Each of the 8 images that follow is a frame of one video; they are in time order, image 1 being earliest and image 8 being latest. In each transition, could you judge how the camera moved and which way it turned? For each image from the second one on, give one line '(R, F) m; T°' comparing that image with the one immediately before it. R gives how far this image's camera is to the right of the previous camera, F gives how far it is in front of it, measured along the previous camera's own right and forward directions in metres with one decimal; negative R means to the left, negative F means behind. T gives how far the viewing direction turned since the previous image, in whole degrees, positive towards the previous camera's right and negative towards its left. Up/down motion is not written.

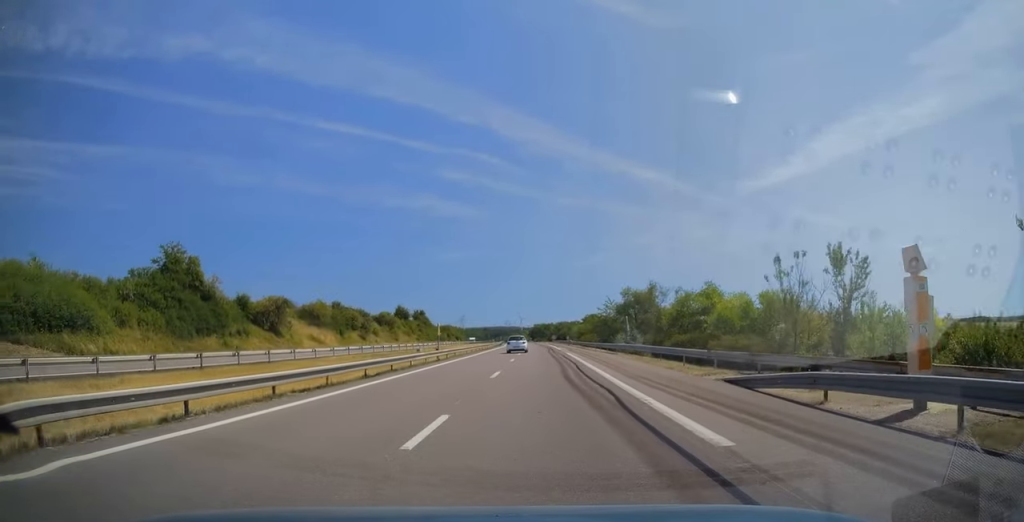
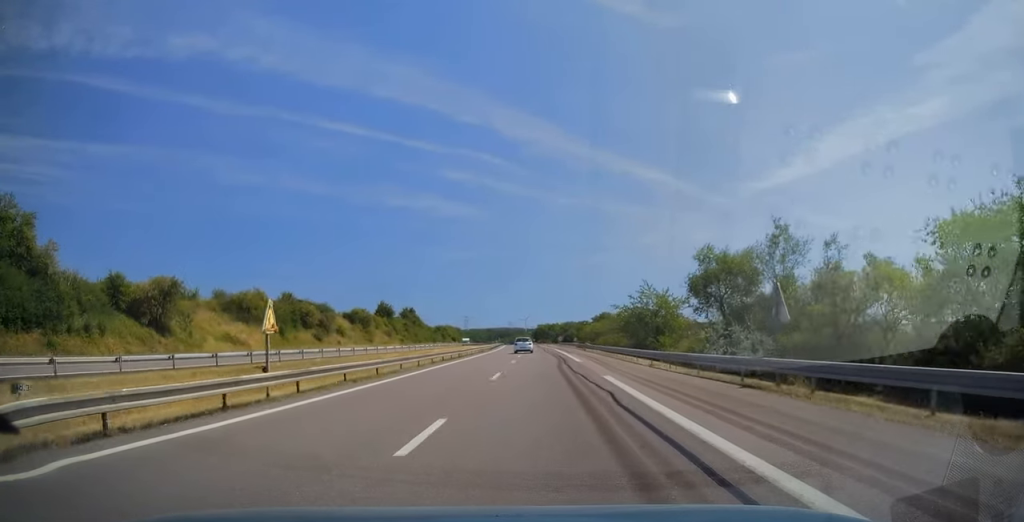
(-0.4, +26.5) m; -1°
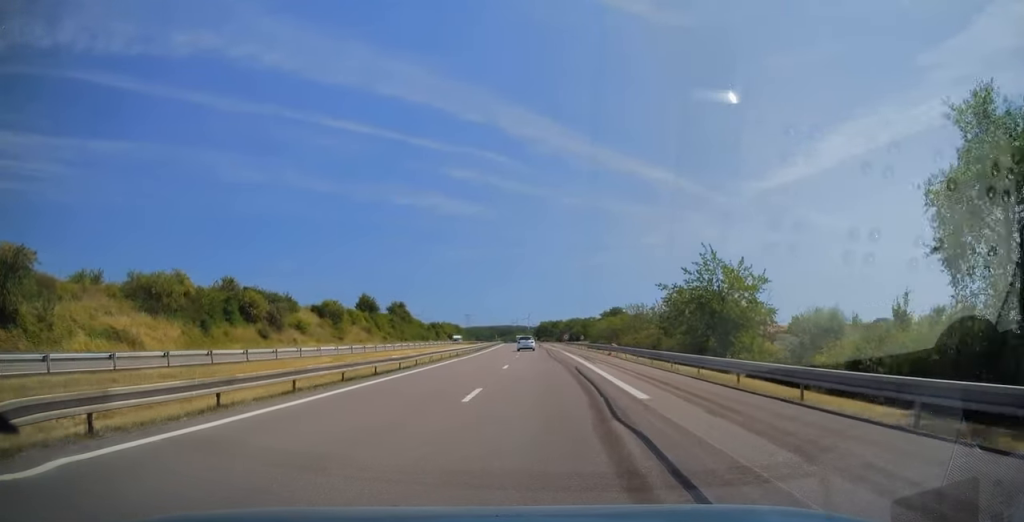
(0.0, +20.4) m; 0°
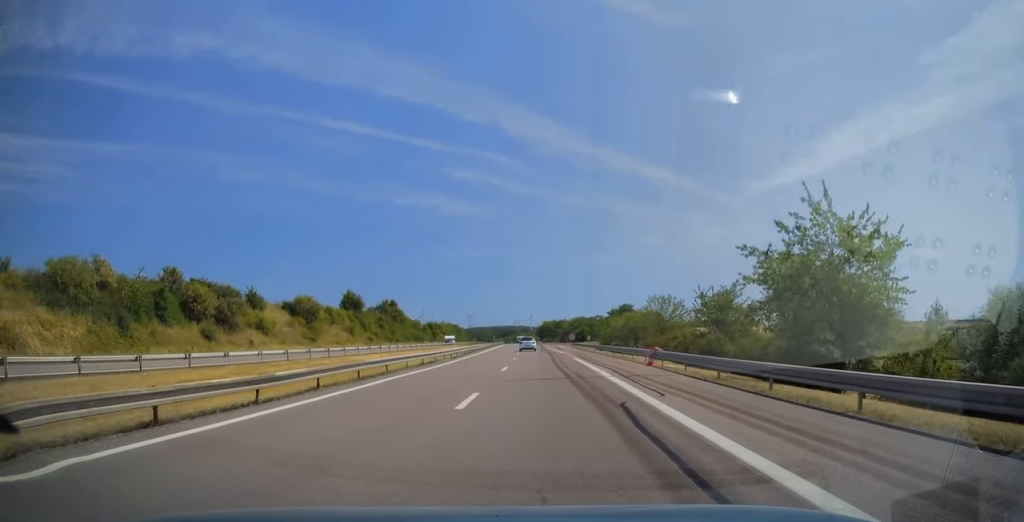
(0.0, +14.3) m; 0°
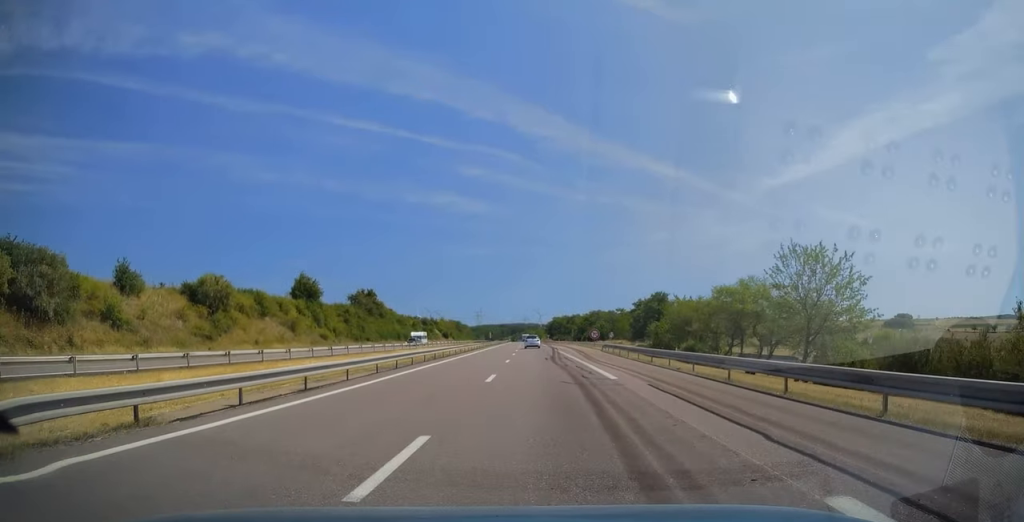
(-0.2, +32.6) m; -1°
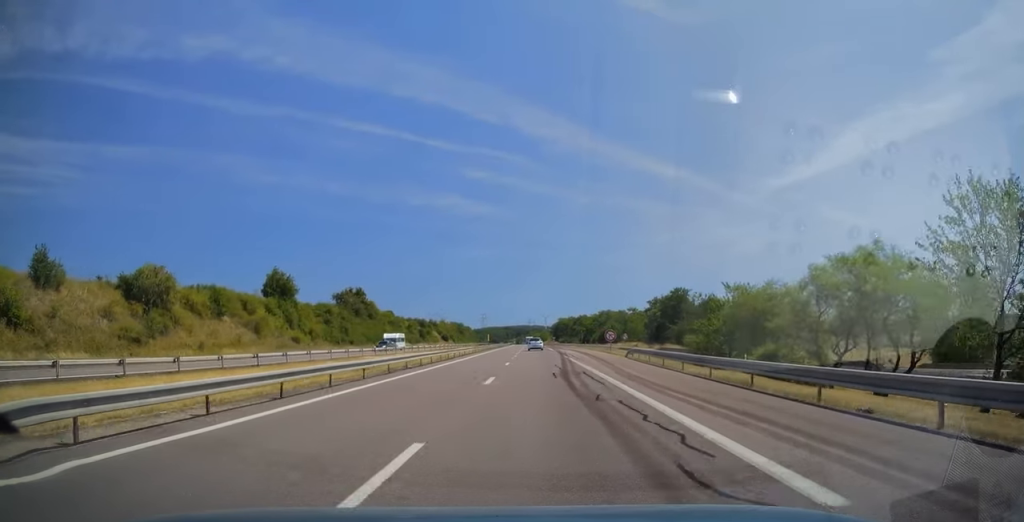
(-0.1, +13.2) m; -1°
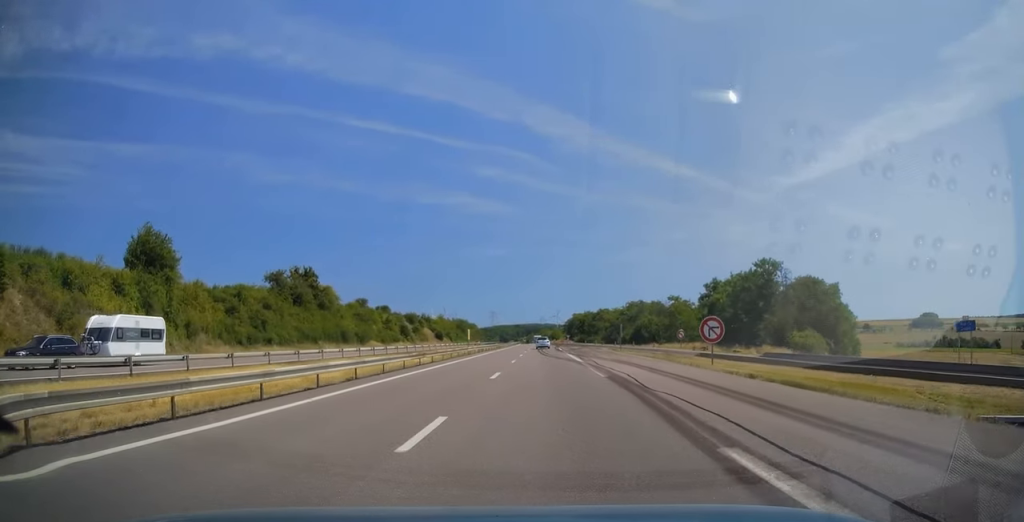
(-0.6, +36.7) m; -1°
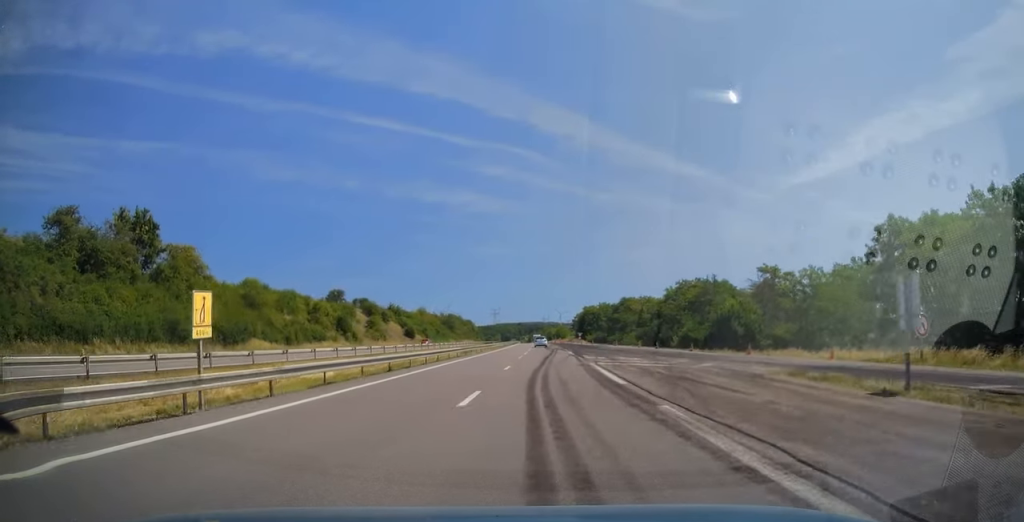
(+0.2, +47.5) m; 0°
